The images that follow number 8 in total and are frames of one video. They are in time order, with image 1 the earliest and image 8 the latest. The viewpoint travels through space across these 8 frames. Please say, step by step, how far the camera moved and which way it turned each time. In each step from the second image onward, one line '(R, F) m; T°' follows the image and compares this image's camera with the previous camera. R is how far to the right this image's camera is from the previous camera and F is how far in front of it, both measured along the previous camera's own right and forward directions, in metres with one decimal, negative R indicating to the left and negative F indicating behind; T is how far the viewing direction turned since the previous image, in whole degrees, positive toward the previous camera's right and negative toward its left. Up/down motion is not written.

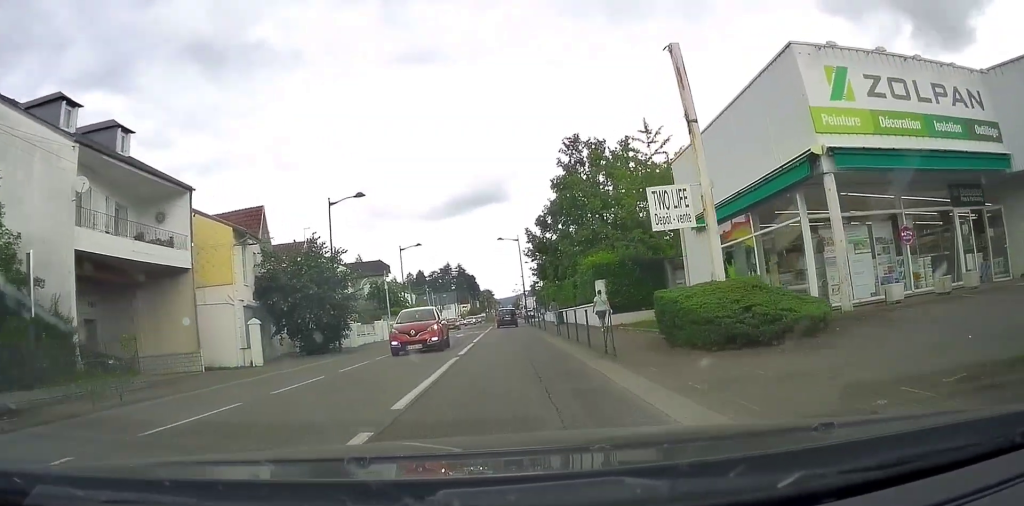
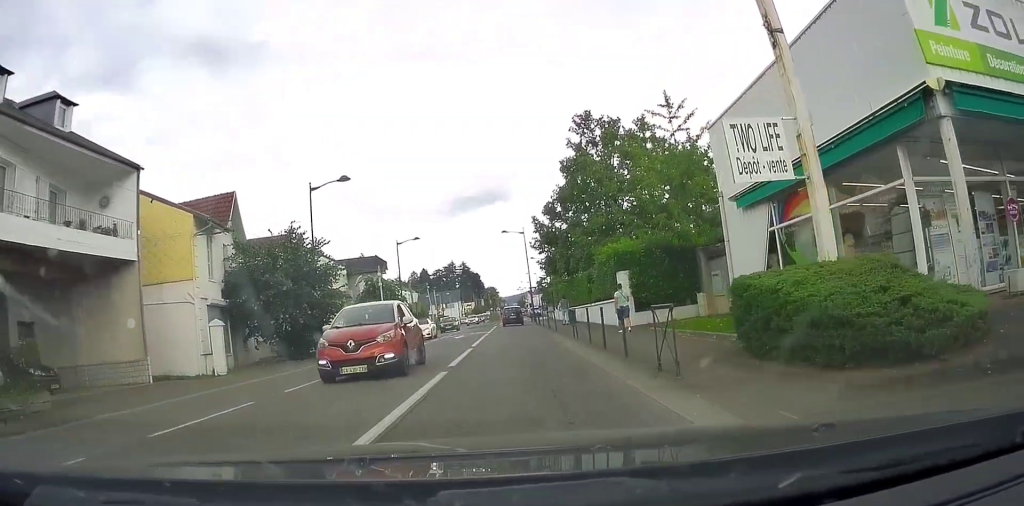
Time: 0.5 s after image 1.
(-0.1, +4.9) m; -1°
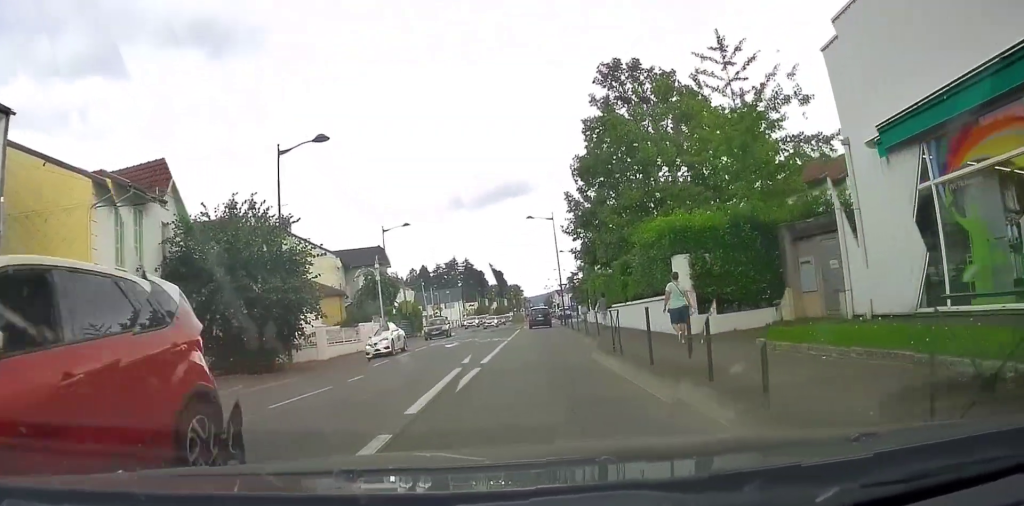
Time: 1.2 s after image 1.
(0.0, +6.7) m; +2°
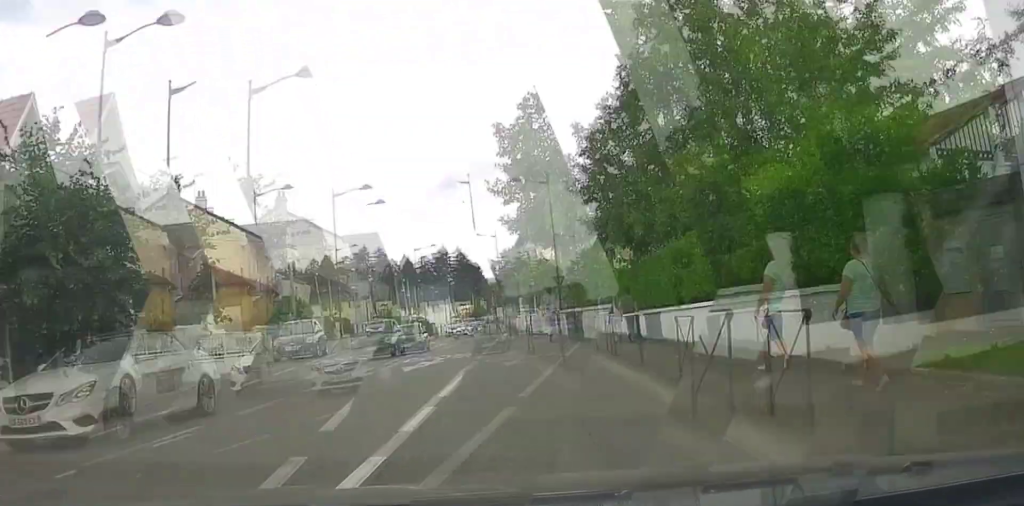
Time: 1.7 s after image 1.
(-0.2, +4.1) m; +2°
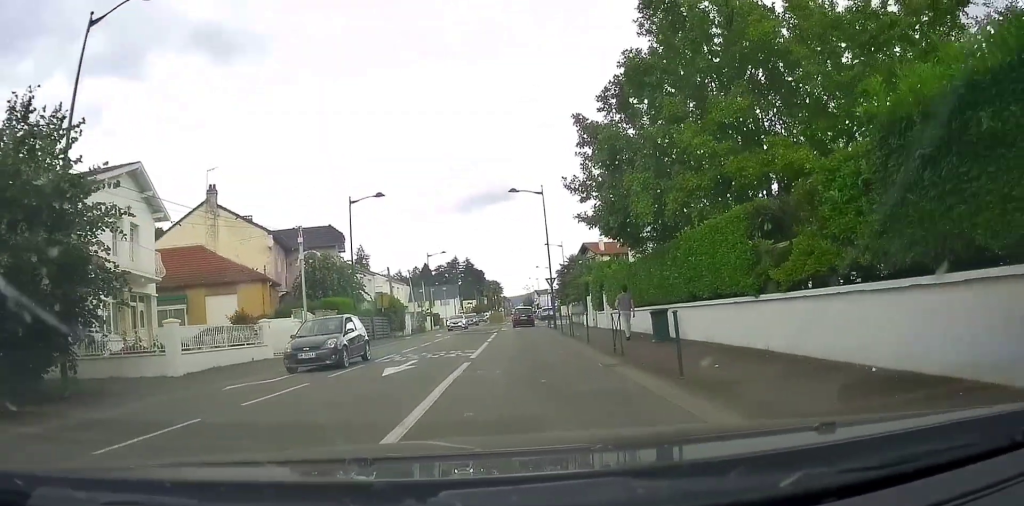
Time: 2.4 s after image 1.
(+0.5, +6.9) m; 0°
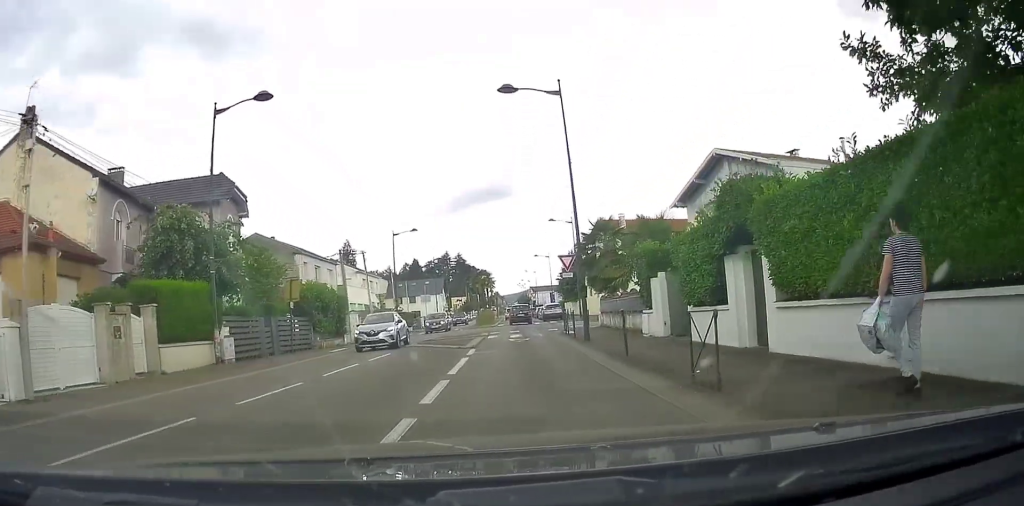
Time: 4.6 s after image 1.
(-0.9, +19.8) m; -2°
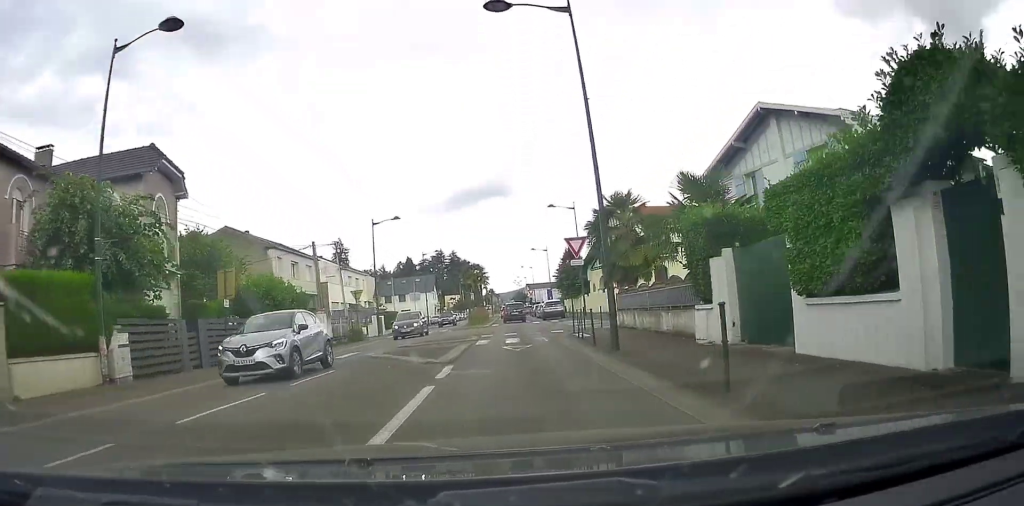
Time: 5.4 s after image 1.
(0.0, +6.5) m; -1°
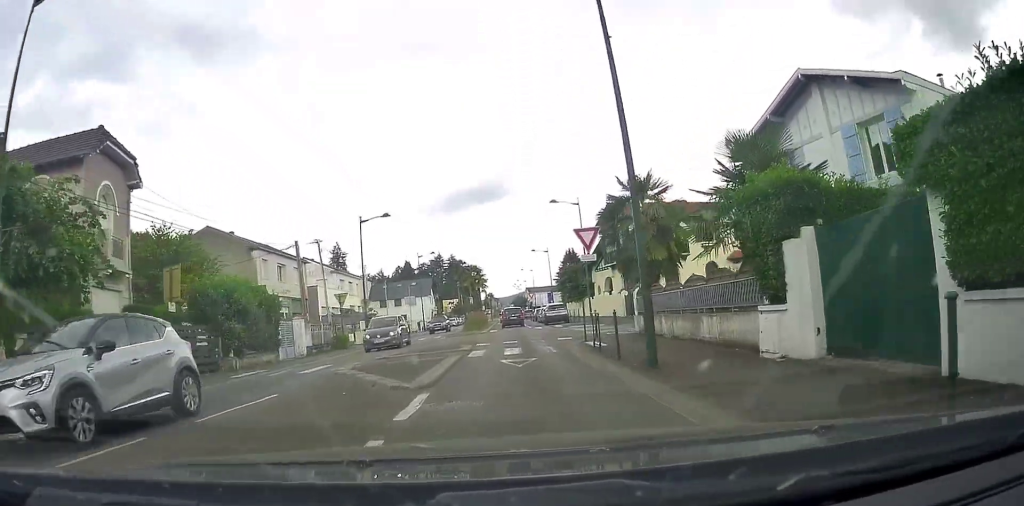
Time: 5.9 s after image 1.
(0.0, +4.0) m; -1°
